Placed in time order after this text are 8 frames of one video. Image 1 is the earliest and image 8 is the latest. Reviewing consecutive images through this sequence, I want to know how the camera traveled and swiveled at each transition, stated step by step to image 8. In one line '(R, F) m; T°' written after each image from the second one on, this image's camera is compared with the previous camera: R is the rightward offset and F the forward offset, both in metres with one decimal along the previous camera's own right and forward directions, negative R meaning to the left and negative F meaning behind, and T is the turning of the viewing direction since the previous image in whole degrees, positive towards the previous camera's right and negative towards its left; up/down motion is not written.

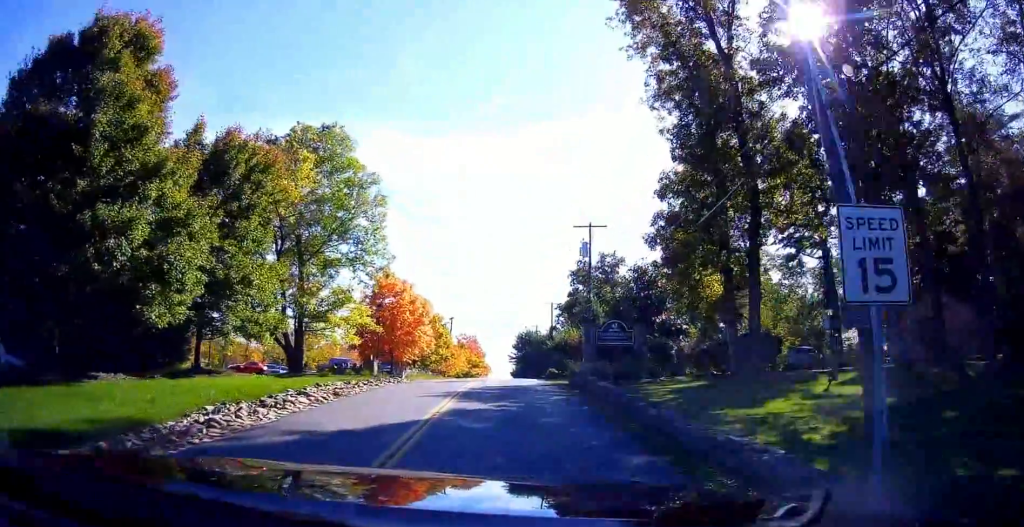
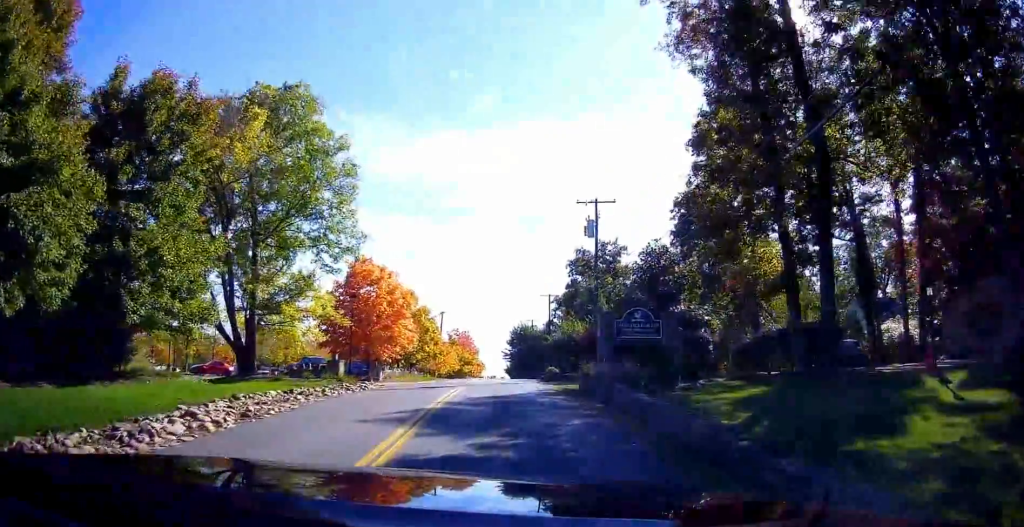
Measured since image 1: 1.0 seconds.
(-0.5, +5.7) m; -5°
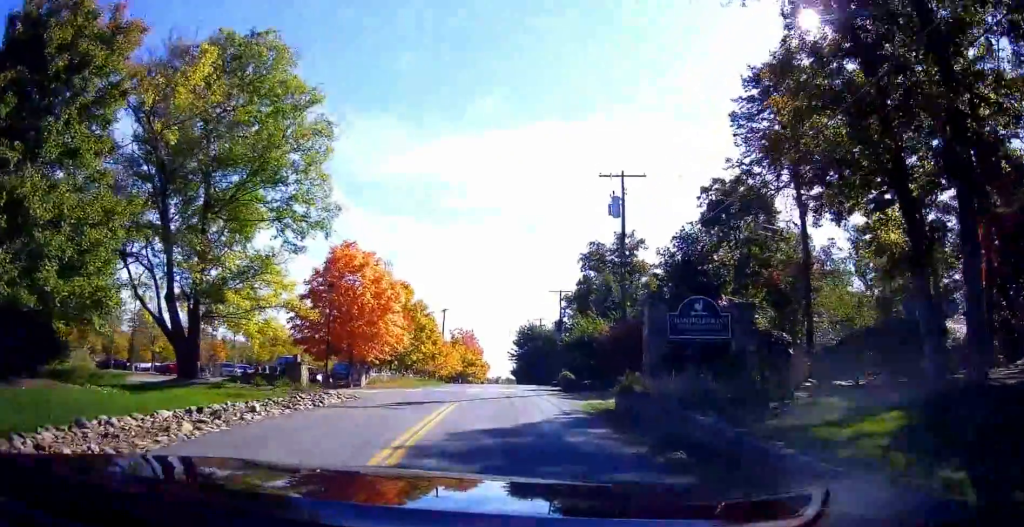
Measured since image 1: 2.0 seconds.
(0.0, +5.8) m; 0°
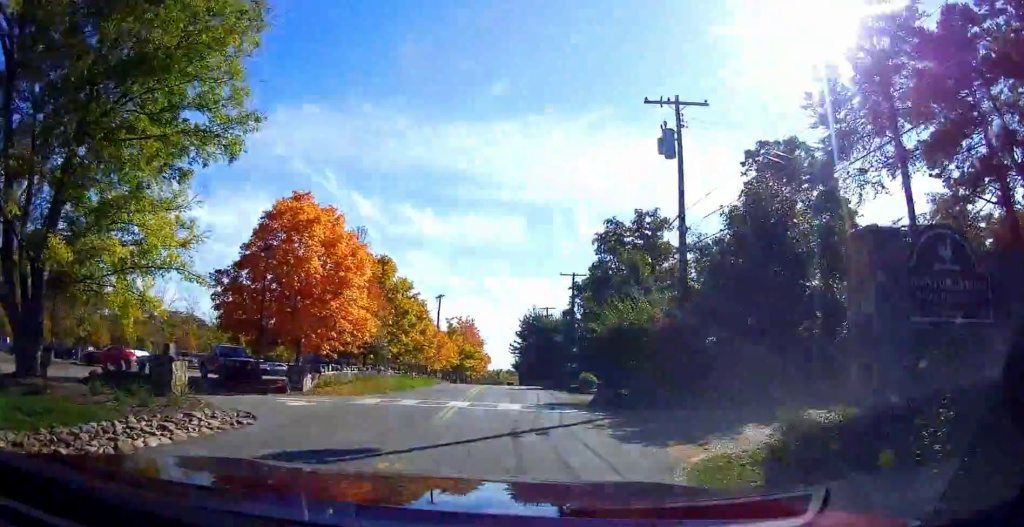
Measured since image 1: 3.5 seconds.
(0.0, +8.5) m; 0°
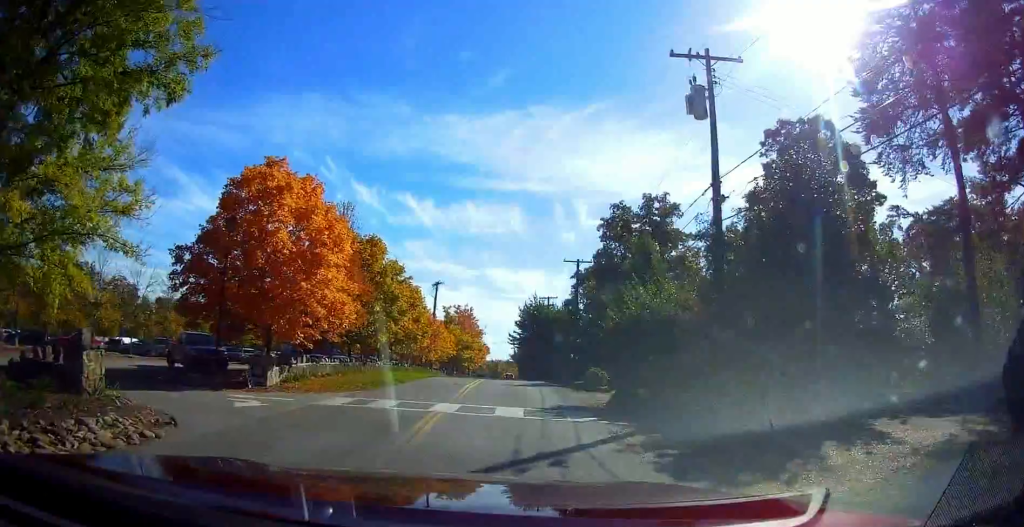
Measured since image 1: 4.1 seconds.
(0.0, +3.6) m; 0°
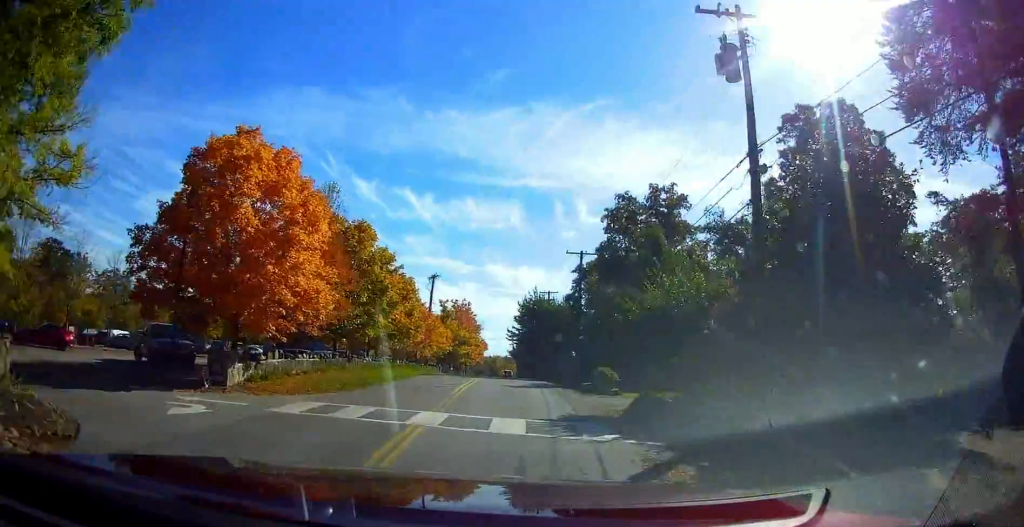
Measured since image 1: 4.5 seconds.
(0.0, +2.8) m; 0°
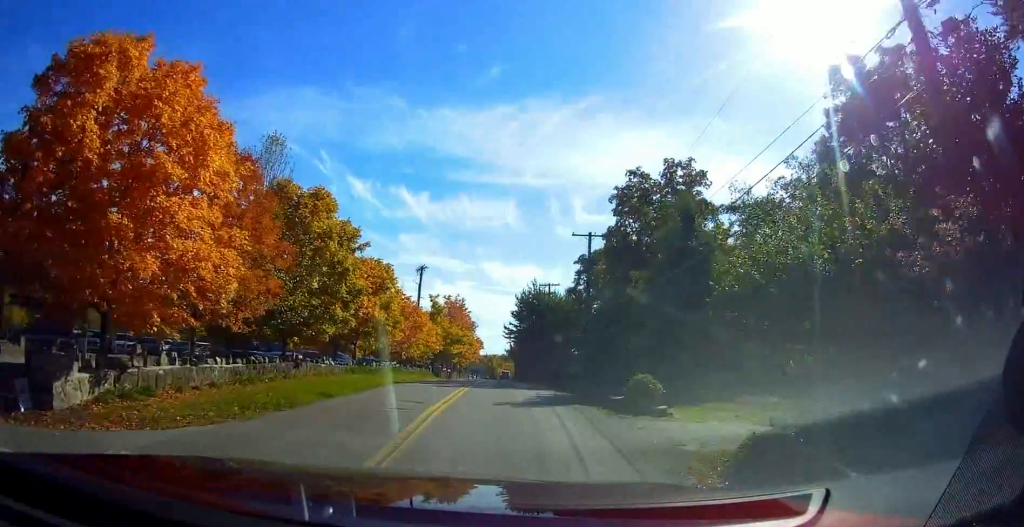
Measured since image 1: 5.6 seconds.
(+0.1, +7.6) m; +6°
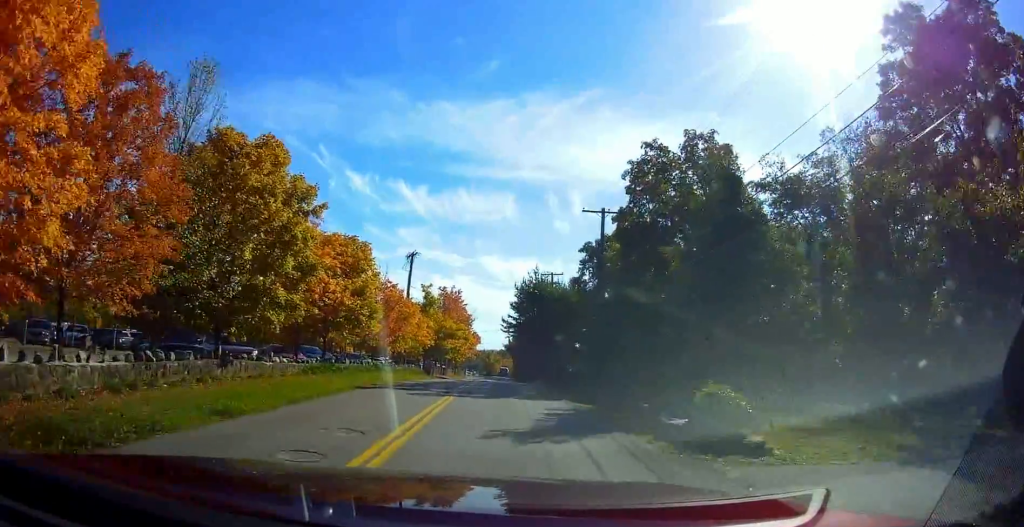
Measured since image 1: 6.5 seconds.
(+0.5, +6.3) m; -1°
